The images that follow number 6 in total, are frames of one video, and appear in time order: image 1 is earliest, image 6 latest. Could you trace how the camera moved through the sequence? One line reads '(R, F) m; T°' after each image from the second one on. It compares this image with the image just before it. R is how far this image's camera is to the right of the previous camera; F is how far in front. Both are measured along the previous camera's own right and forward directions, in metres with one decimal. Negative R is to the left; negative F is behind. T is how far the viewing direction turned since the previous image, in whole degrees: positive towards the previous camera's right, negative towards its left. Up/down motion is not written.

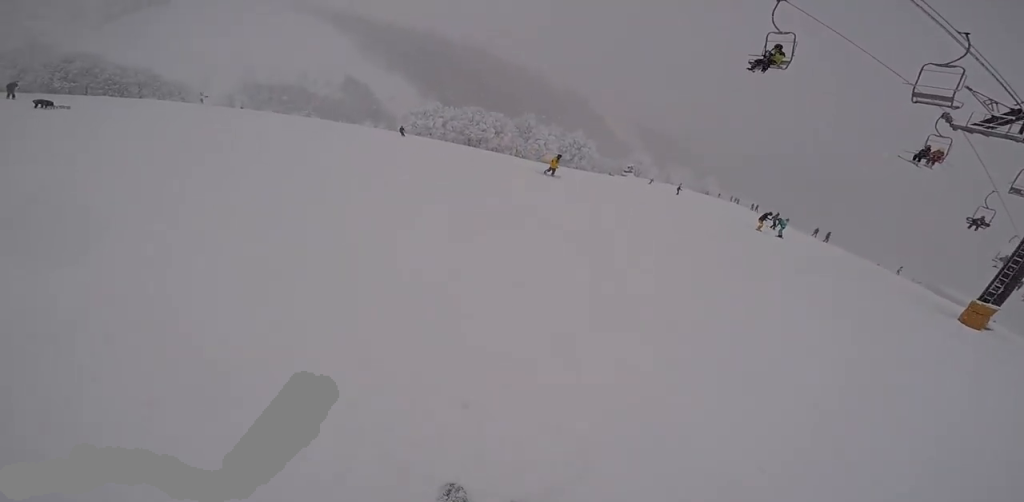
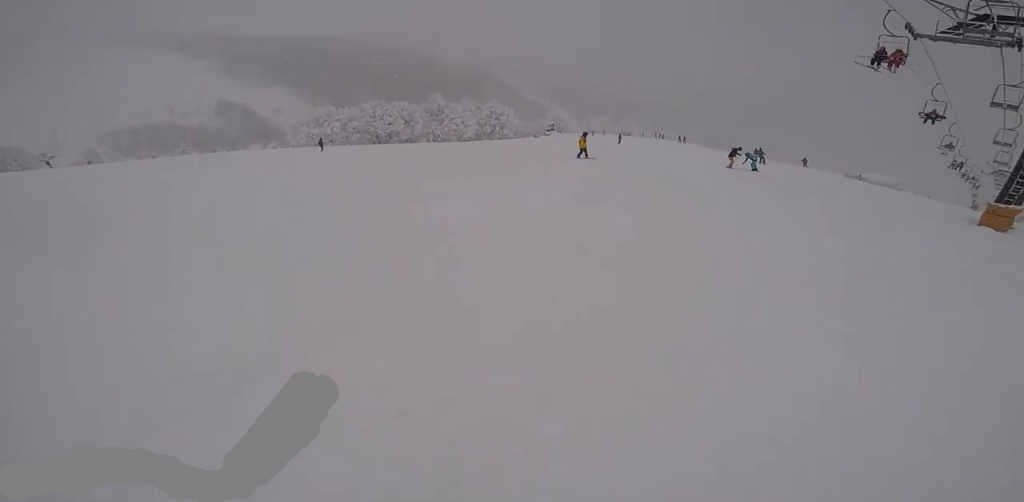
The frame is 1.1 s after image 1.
(-0.3, +4.6) m; +31°
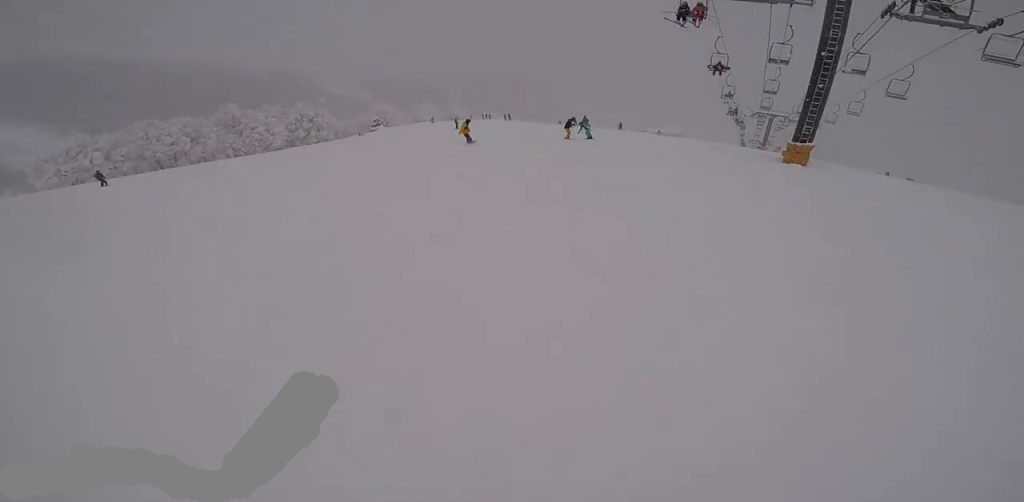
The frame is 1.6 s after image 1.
(+1.1, +1.7) m; +21°
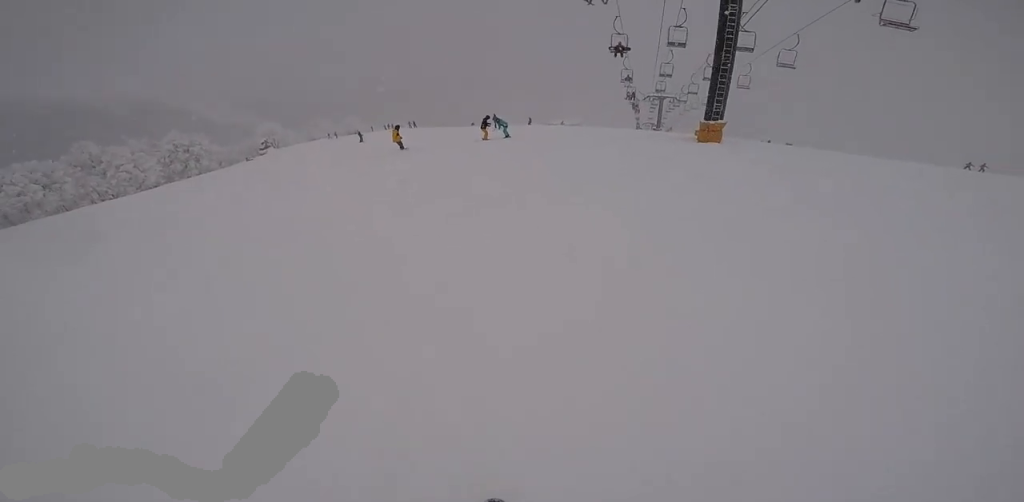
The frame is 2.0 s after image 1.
(+0.6, +1.7) m; +17°
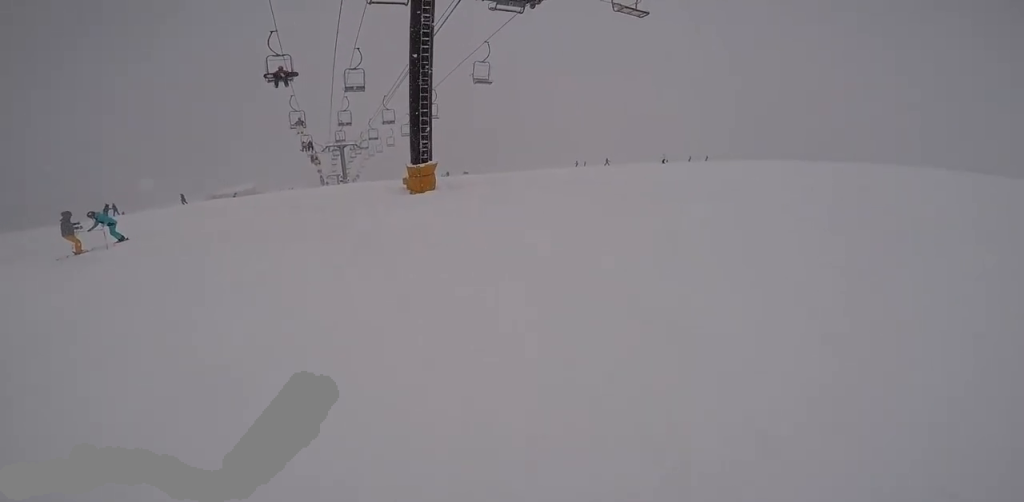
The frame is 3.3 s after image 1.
(+0.9, +4.6) m; +33°
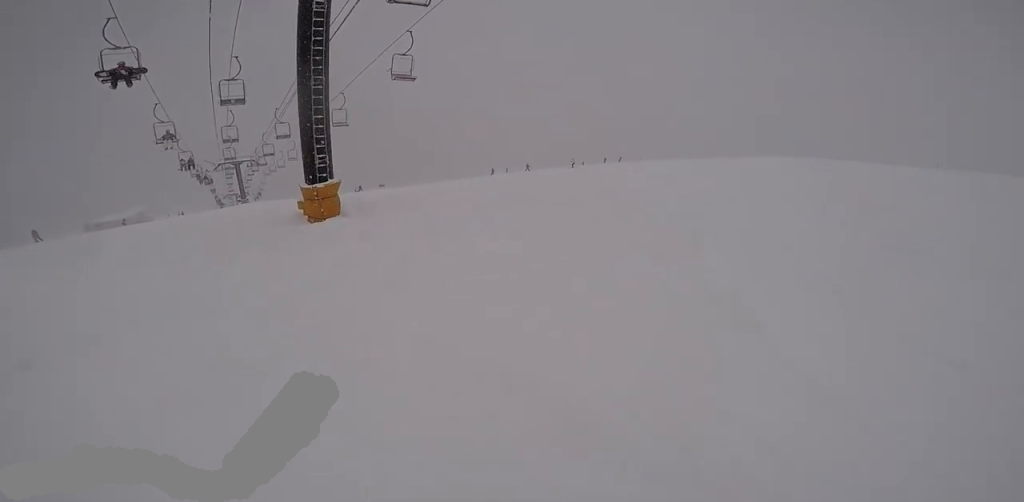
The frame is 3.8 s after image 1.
(+0.8, +2.1) m; +13°
